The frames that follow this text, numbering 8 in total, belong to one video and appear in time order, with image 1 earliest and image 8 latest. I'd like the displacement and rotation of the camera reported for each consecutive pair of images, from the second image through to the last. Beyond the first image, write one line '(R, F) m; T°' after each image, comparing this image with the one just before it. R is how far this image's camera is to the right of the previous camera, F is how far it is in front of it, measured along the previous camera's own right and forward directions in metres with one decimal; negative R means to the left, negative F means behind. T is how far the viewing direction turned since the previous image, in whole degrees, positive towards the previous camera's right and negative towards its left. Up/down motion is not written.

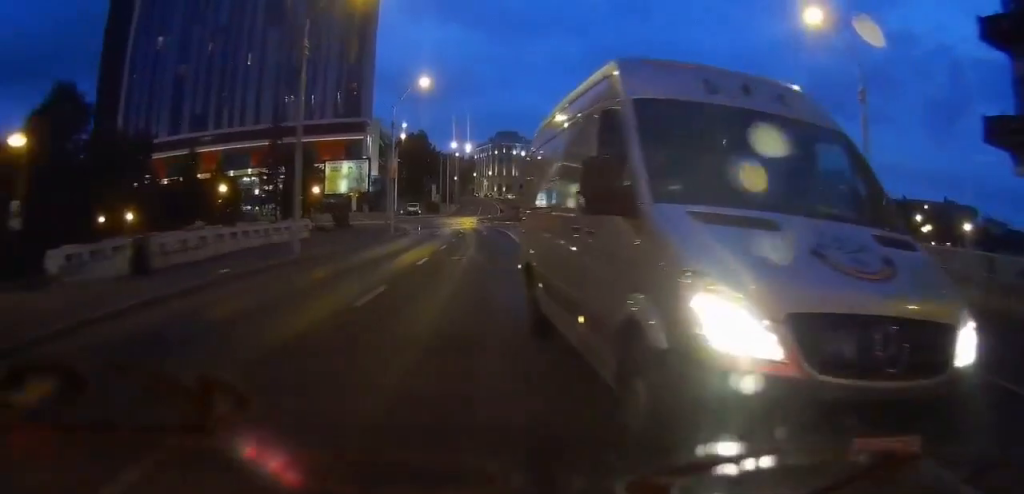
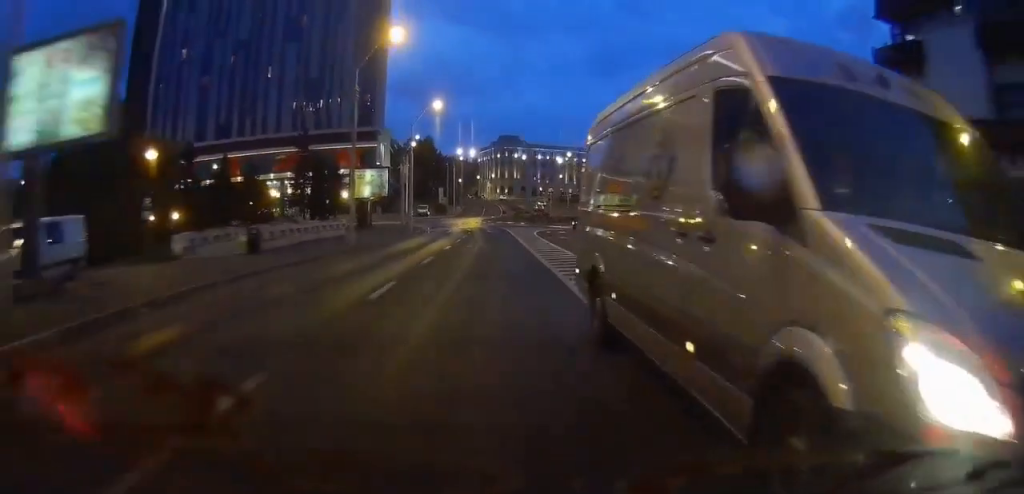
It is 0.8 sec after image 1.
(0.0, +9.9) m; 0°
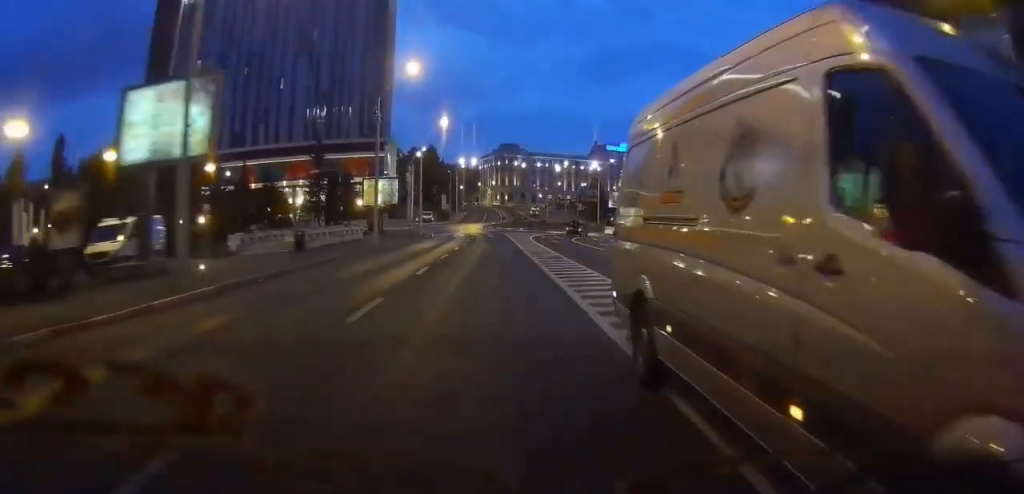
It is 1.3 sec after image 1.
(0.0, +6.9) m; 0°
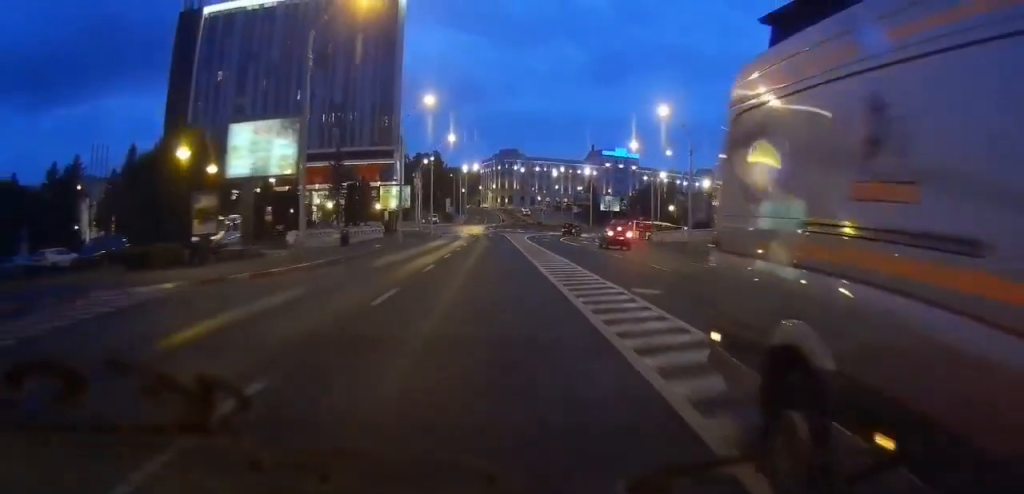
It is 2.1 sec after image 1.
(0.0, +10.7) m; 0°
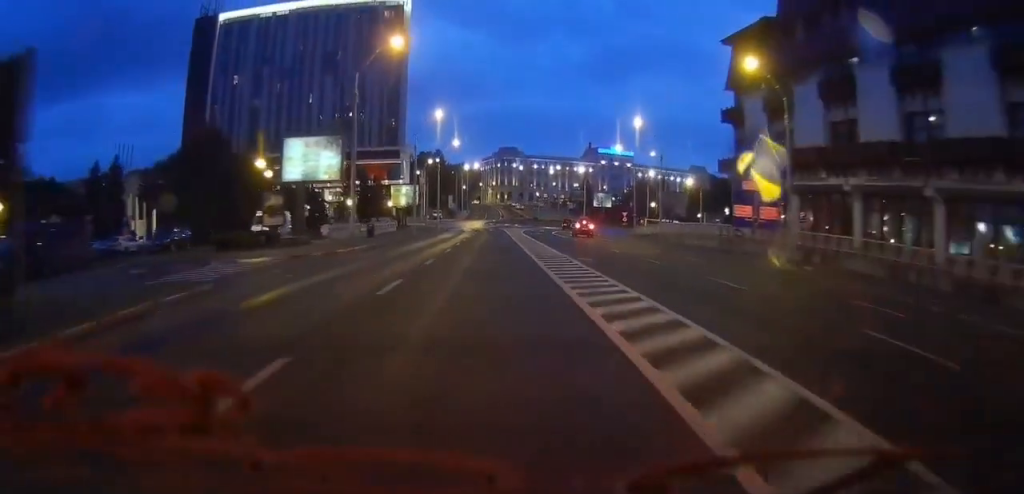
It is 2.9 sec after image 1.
(0.0, +9.6) m; +1°
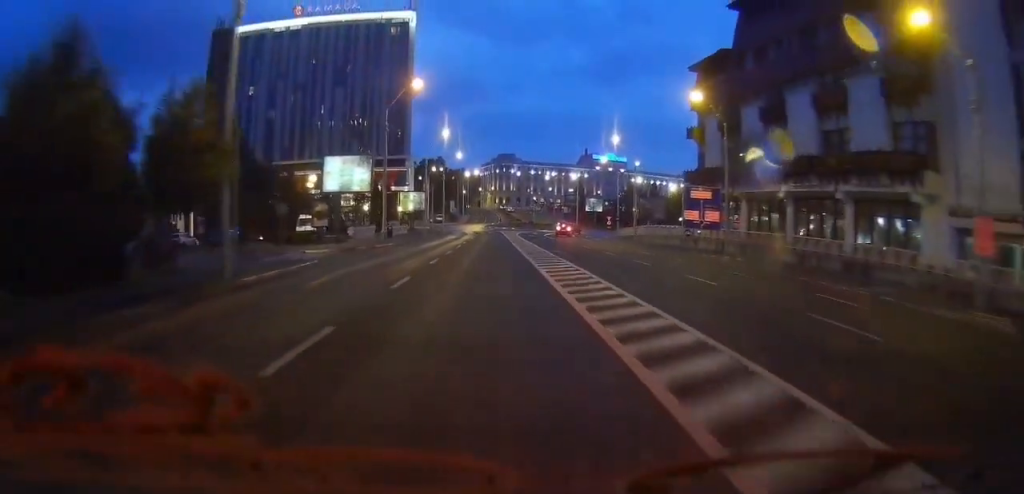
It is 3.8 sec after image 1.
(+0.1, +11.0) m; +1°
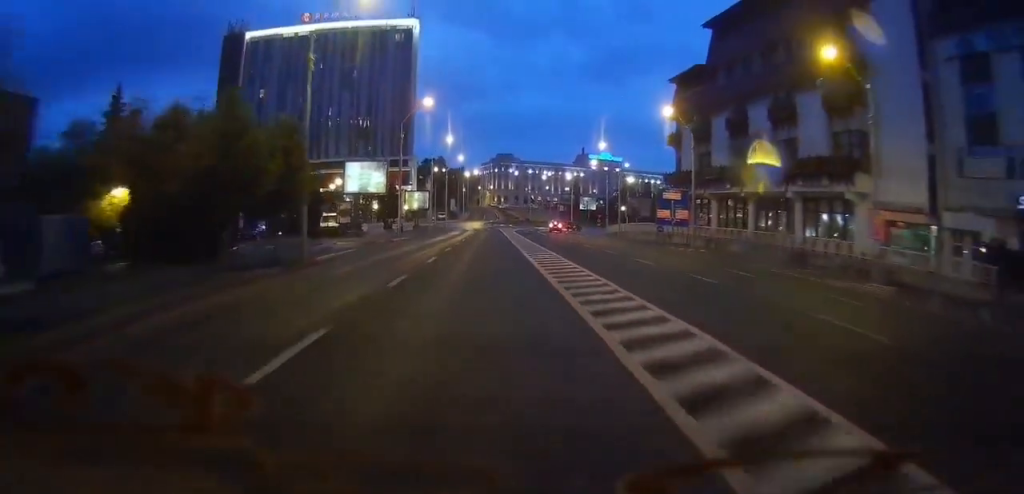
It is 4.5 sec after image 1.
(+0.1, +8.3) m; +1°
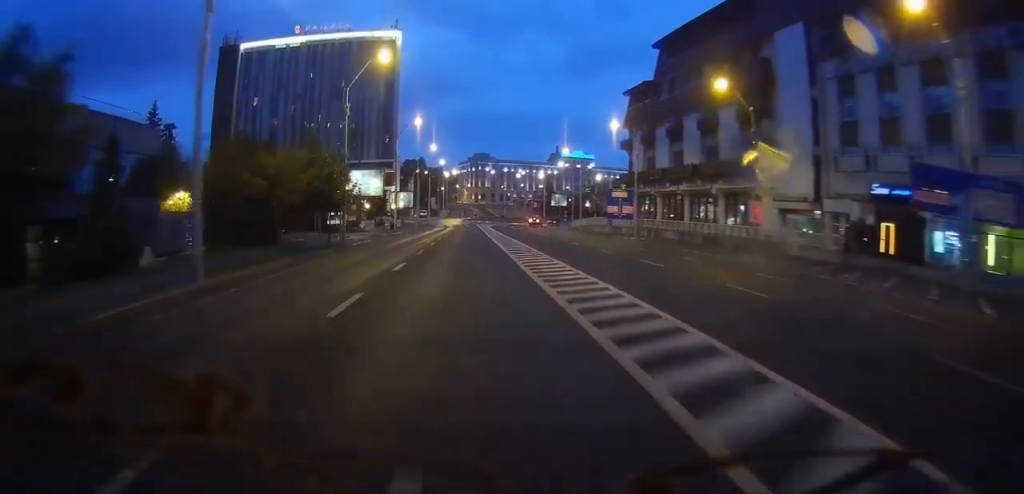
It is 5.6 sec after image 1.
(+0.3, +12.8) m; +5°
